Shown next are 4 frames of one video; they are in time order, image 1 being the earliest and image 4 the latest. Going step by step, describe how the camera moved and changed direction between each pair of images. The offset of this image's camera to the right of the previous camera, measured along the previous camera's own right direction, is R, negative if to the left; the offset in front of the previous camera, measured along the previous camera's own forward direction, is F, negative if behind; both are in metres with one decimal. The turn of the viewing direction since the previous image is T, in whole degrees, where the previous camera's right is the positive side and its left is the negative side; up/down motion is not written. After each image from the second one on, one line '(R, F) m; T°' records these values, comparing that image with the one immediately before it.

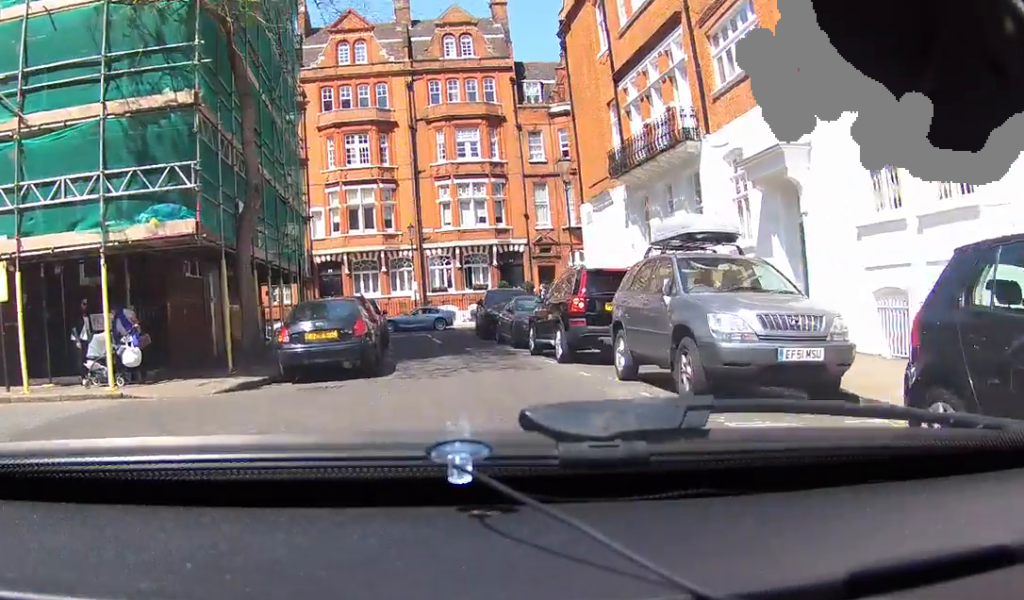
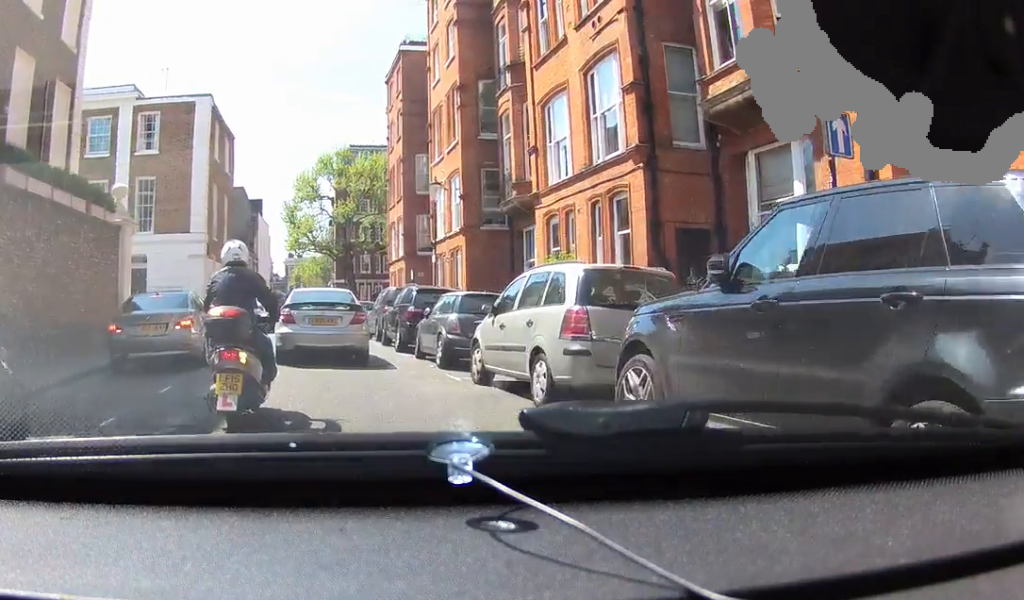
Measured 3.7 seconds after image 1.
(-11.3, +21.1) m; -35°
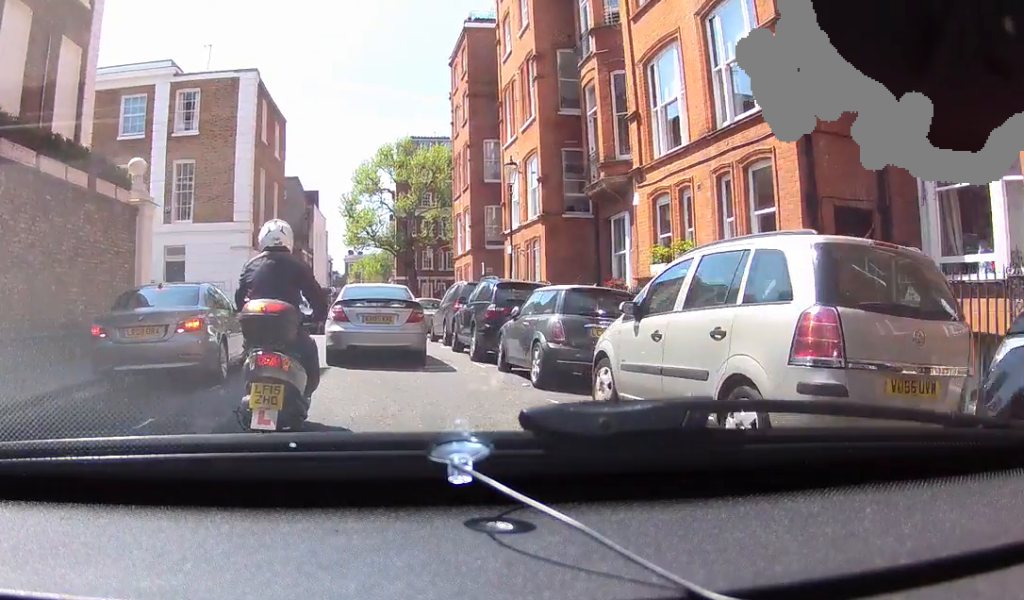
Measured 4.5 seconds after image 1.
(0.0, +4.9) m; 0°
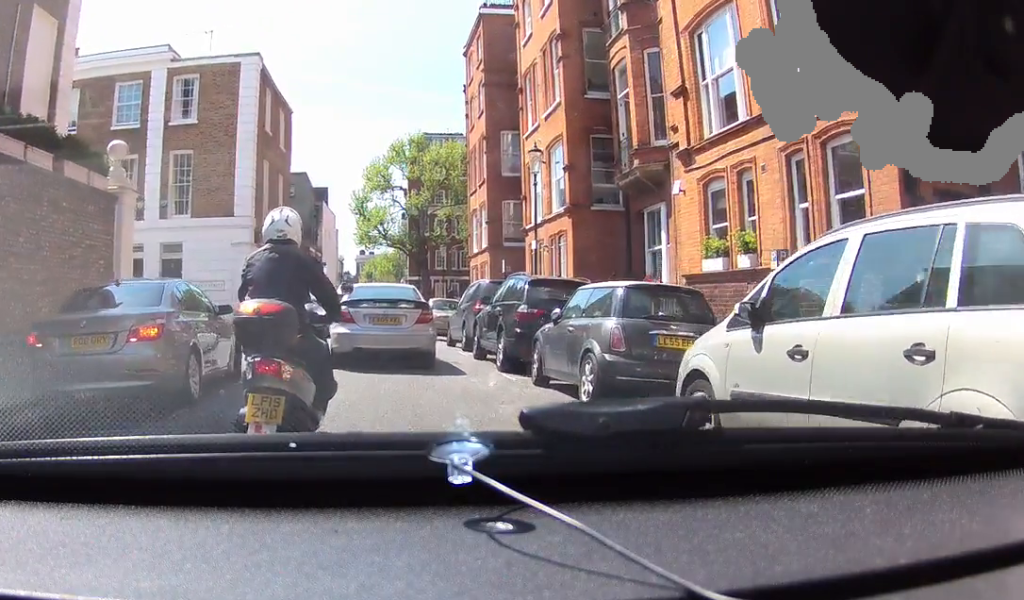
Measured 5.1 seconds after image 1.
(0.0, +2.9) m; 0°
